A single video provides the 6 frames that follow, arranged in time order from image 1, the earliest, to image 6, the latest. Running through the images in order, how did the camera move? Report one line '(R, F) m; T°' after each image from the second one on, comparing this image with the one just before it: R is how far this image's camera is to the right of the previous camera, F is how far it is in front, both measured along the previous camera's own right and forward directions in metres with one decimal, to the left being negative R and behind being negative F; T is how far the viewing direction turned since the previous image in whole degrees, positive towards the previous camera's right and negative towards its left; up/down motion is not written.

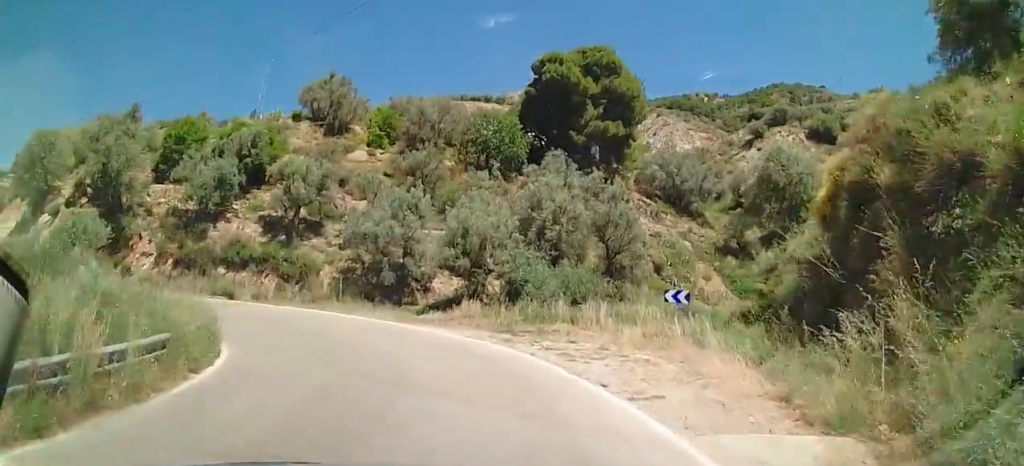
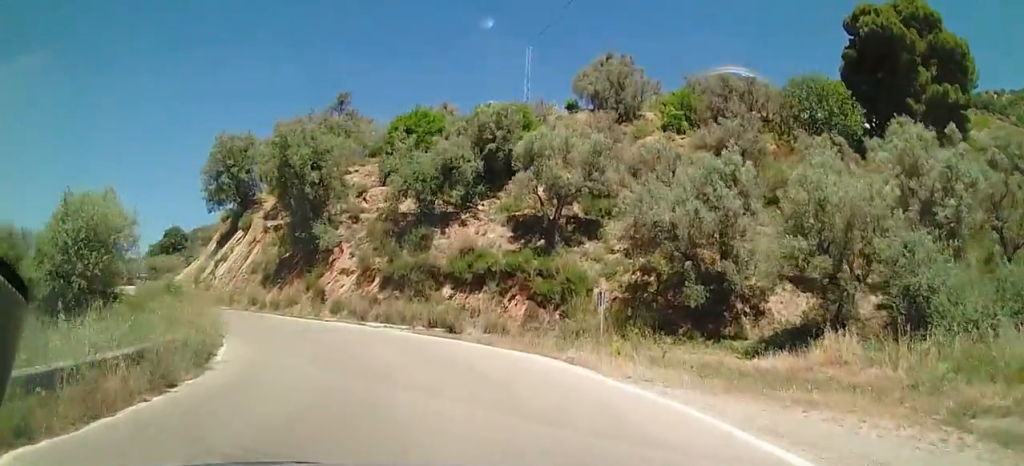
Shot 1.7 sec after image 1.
(-2.6, +14.9) m; -25°
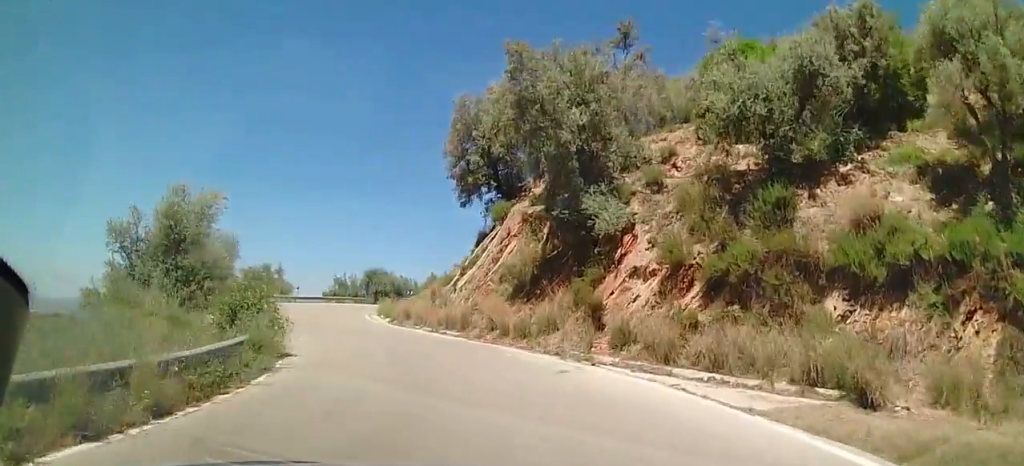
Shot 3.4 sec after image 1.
(-4.3, +13.2) m; -33°
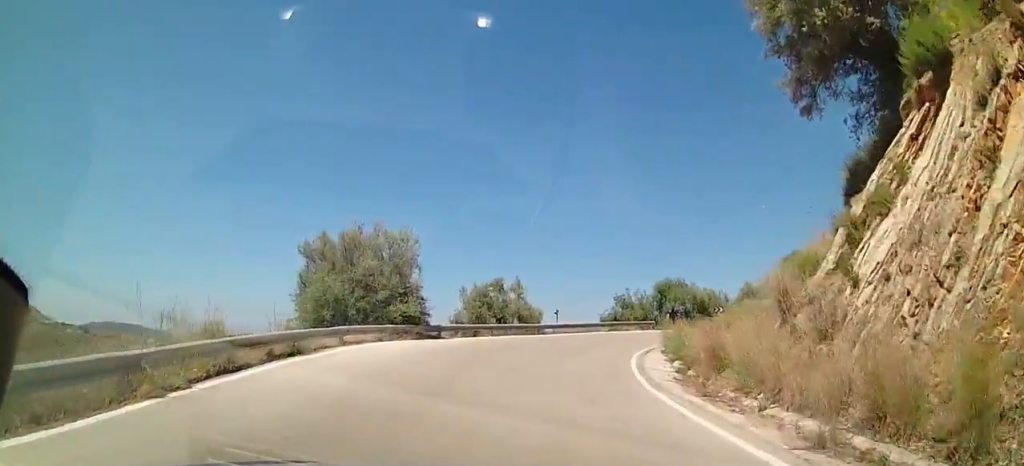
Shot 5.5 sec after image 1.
(-5.3, +15.2) m; -36°
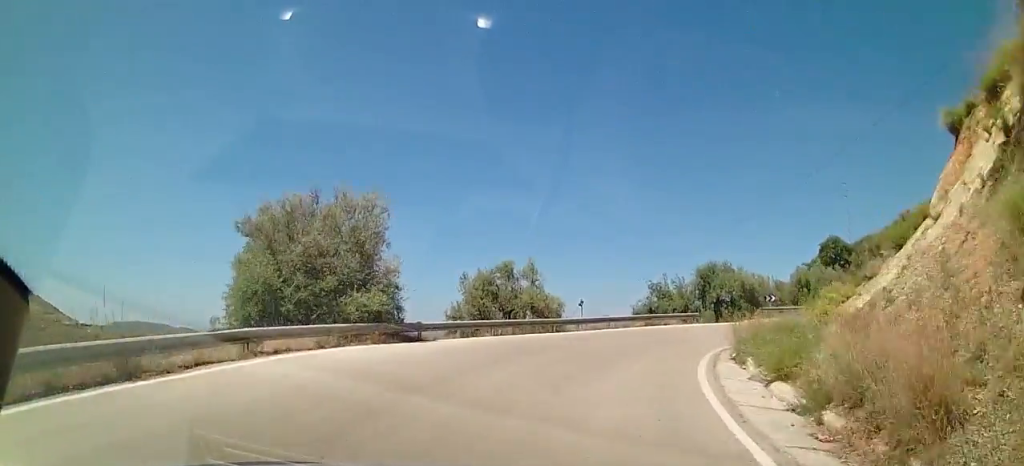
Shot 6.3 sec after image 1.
(-0.5, +7.1) m; -6°
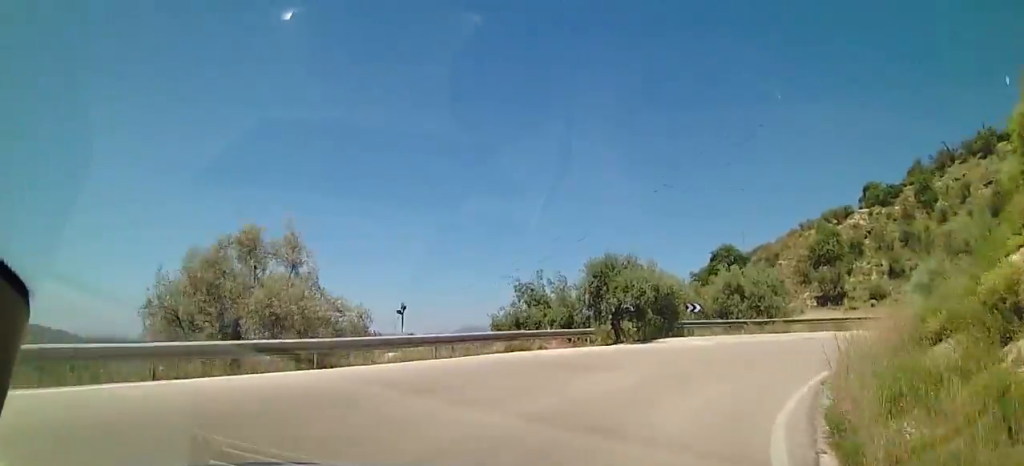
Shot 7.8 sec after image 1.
(0.0, +14.0) m; +14°
